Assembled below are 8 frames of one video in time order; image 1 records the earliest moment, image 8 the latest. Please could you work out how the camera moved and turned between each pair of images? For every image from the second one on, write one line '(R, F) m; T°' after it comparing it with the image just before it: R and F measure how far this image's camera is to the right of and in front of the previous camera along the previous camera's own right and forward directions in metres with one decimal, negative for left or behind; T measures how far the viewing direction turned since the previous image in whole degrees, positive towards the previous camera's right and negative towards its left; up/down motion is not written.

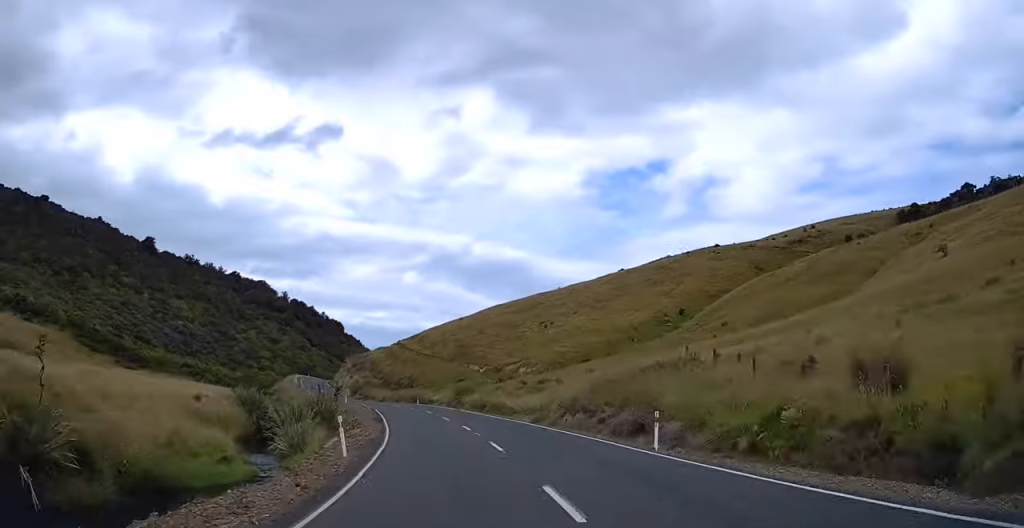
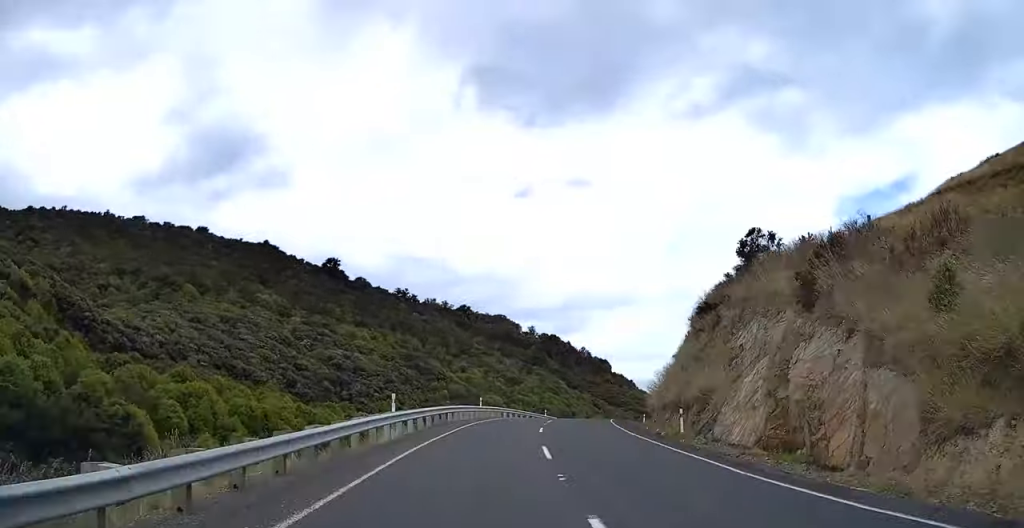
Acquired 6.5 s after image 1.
(-25.1, +125.6) m; -10°
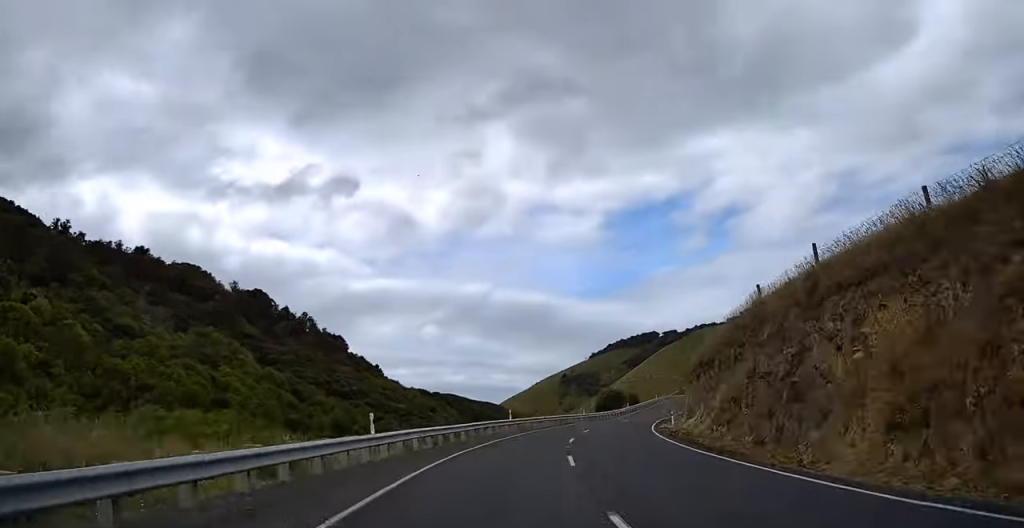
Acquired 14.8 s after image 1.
(+23.7, +150.8) m; +21°
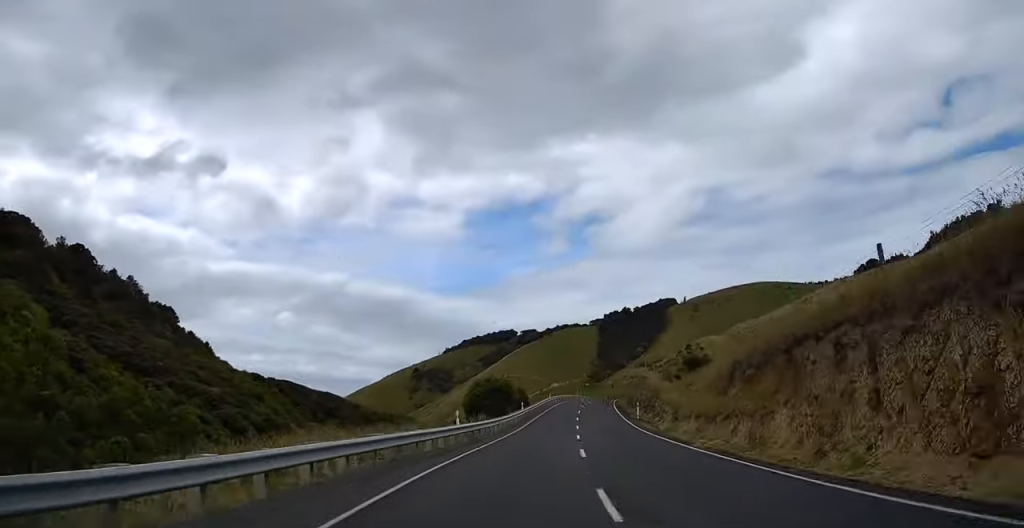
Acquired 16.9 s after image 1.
(+3.8, +38.2) m; +7°
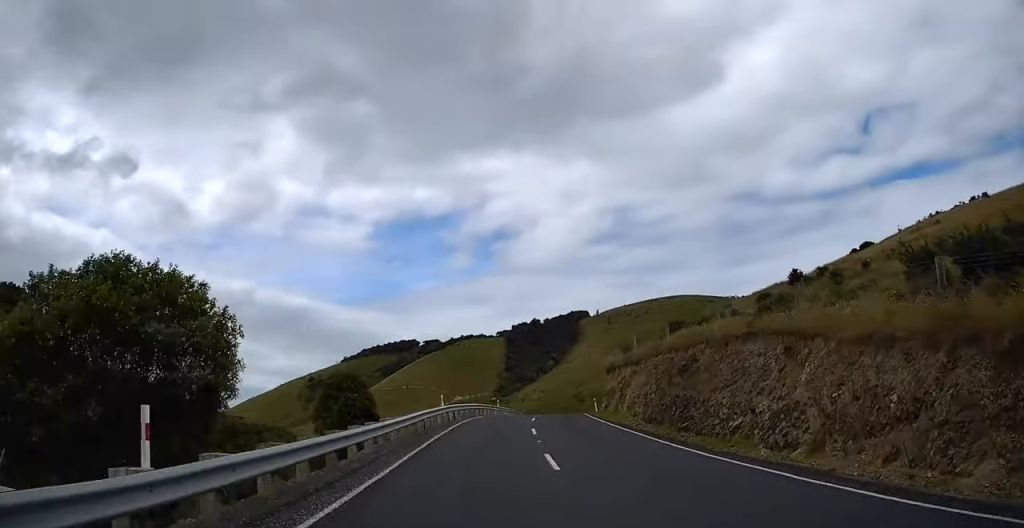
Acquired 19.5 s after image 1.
(+2.8, +45.8) m; +9°
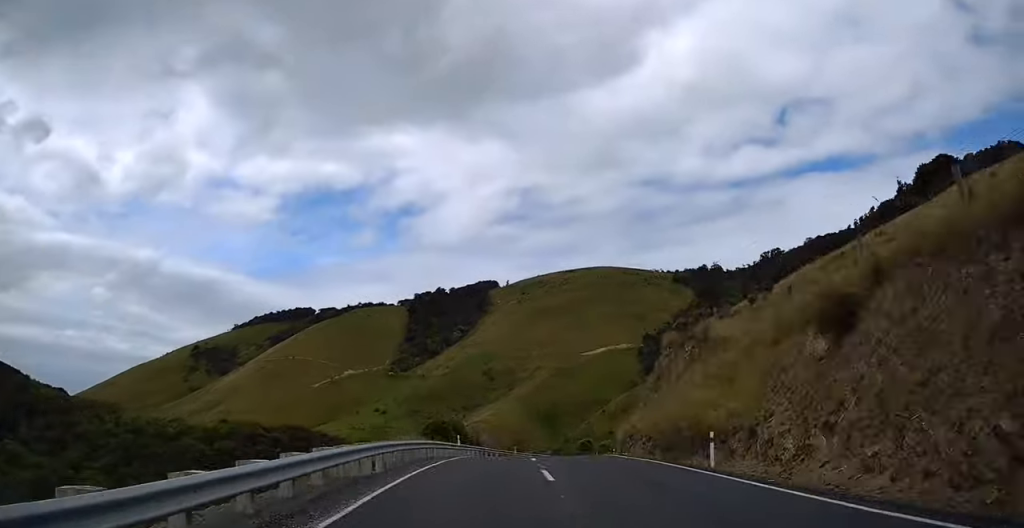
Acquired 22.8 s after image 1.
(+5.6, +59.7) m; +12°
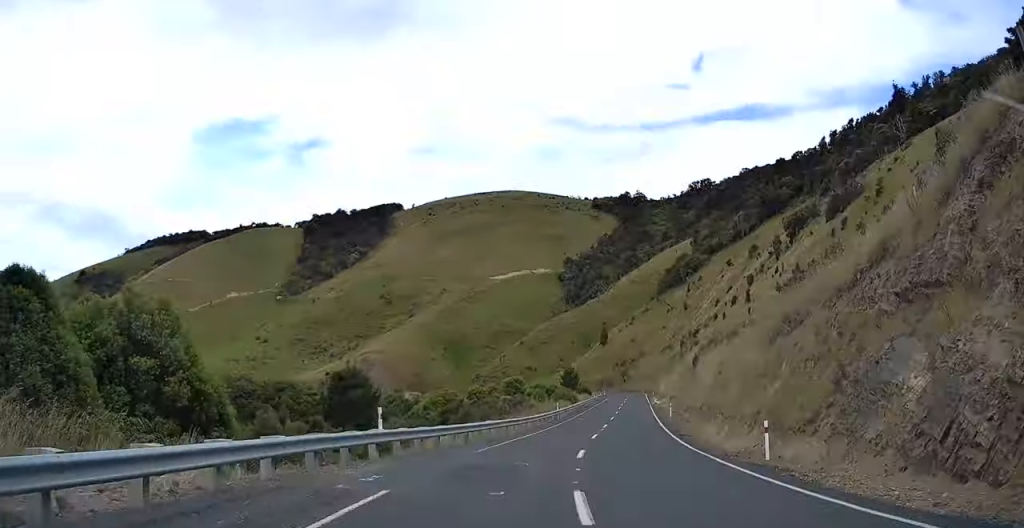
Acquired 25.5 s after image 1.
(+6.0, +46.6) m; +7°
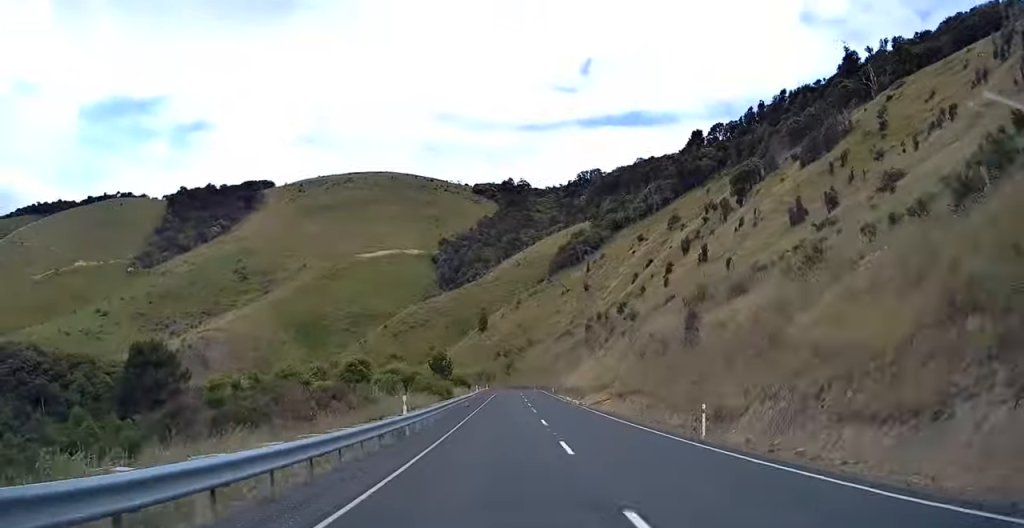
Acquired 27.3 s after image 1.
(+2.6, +32.9) m; +4°
